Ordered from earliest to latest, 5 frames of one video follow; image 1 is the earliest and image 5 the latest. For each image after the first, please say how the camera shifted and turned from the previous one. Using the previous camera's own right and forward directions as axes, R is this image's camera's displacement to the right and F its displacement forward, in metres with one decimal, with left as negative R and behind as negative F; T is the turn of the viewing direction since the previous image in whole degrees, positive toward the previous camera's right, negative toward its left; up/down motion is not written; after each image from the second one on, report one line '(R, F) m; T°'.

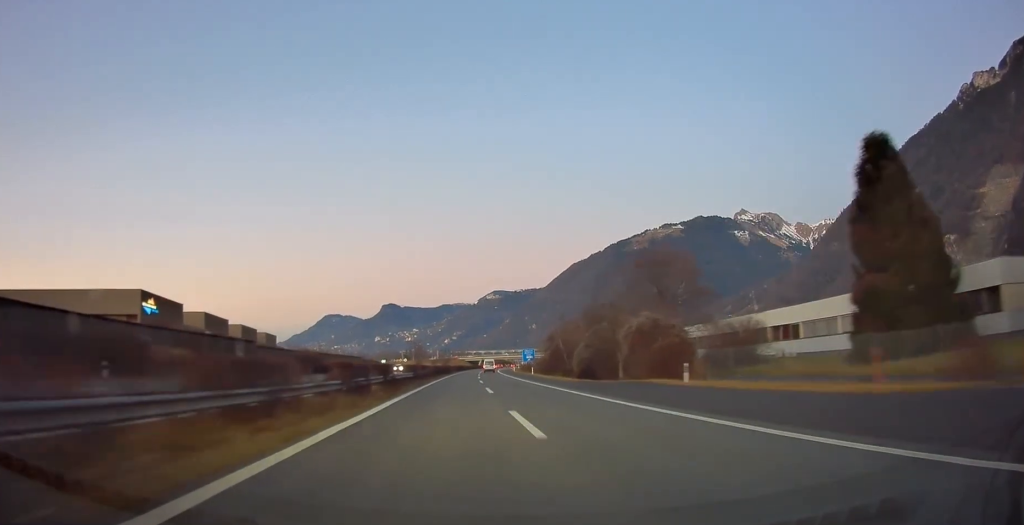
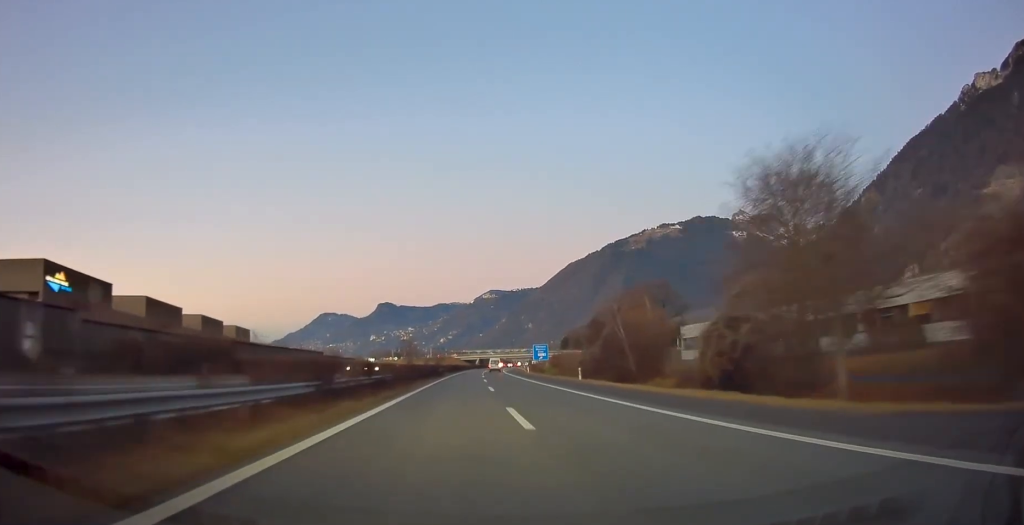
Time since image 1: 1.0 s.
(+0.3, +34.9) m; +1°
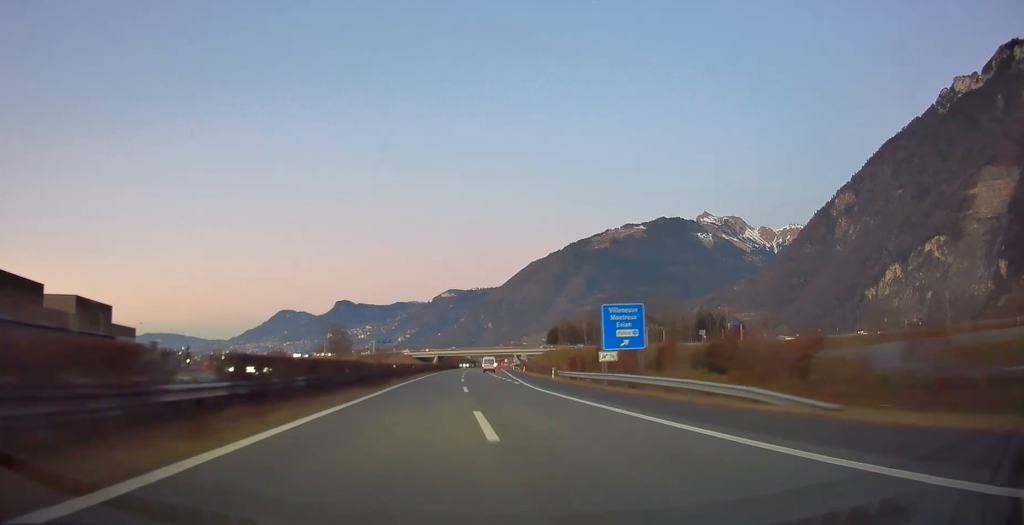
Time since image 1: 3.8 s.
(+1.4, +93.6) m; +3°
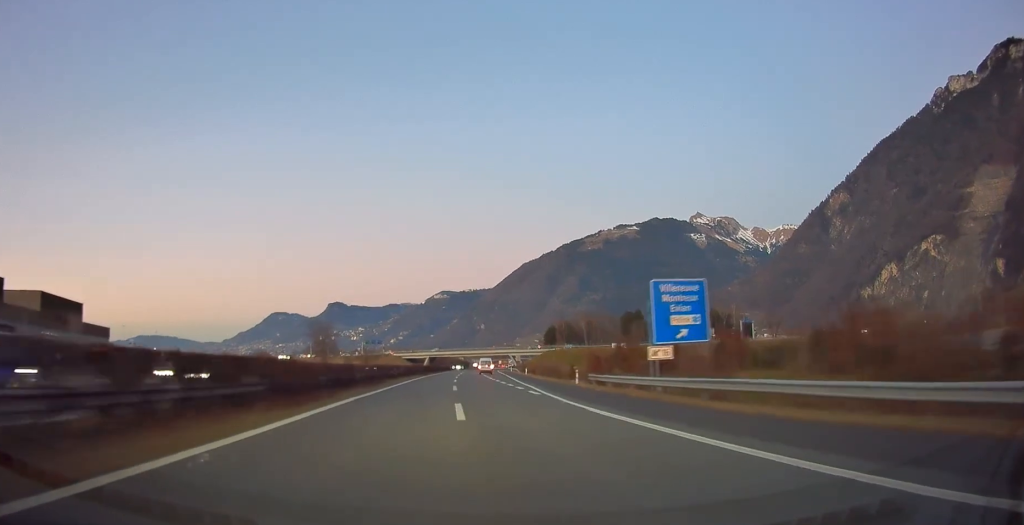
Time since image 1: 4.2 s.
(0.0, +13.5) m; +1°
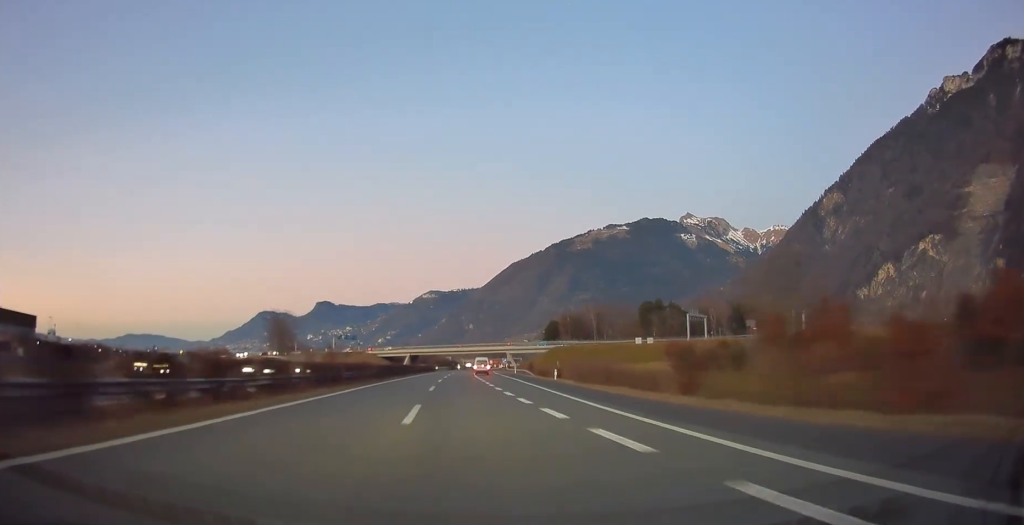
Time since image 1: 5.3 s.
(+0.7, +37.3) m; +2°
